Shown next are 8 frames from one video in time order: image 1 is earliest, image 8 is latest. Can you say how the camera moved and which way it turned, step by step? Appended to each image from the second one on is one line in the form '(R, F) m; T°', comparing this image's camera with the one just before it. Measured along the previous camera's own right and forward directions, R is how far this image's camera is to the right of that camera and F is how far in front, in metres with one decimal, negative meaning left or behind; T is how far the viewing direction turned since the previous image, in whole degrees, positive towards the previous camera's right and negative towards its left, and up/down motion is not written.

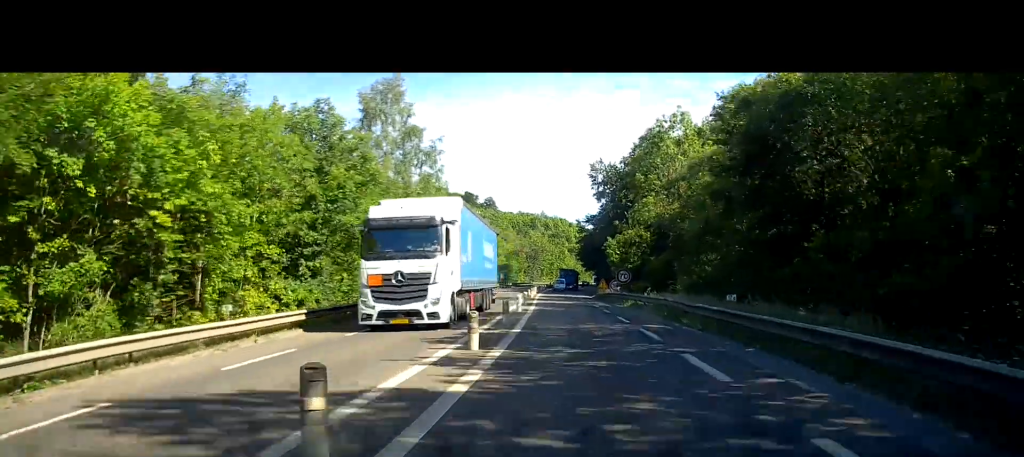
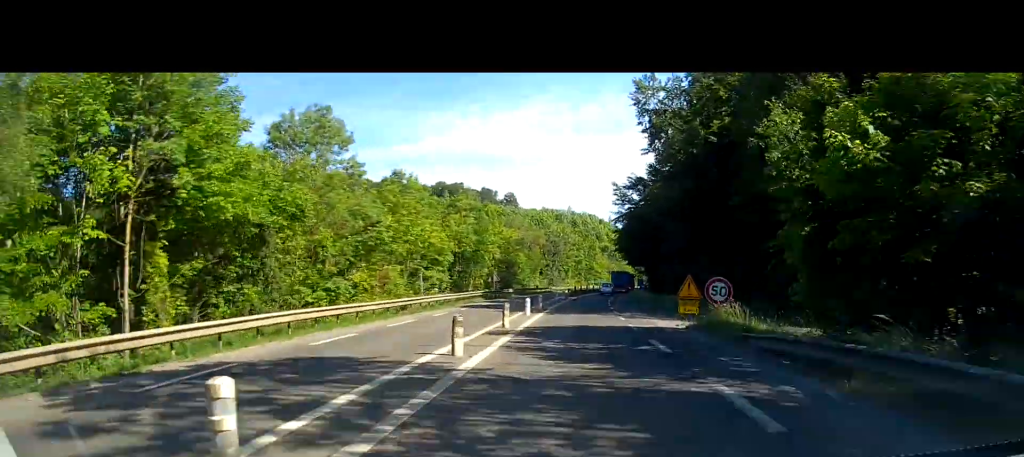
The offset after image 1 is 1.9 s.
(-0.5, +40.3) m; -1°
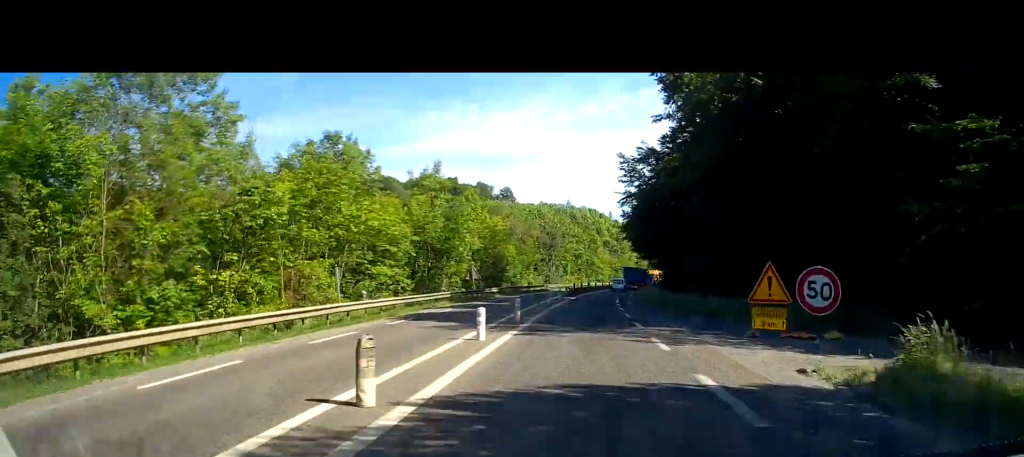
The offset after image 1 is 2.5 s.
(0.0, +12.9) m; 0°
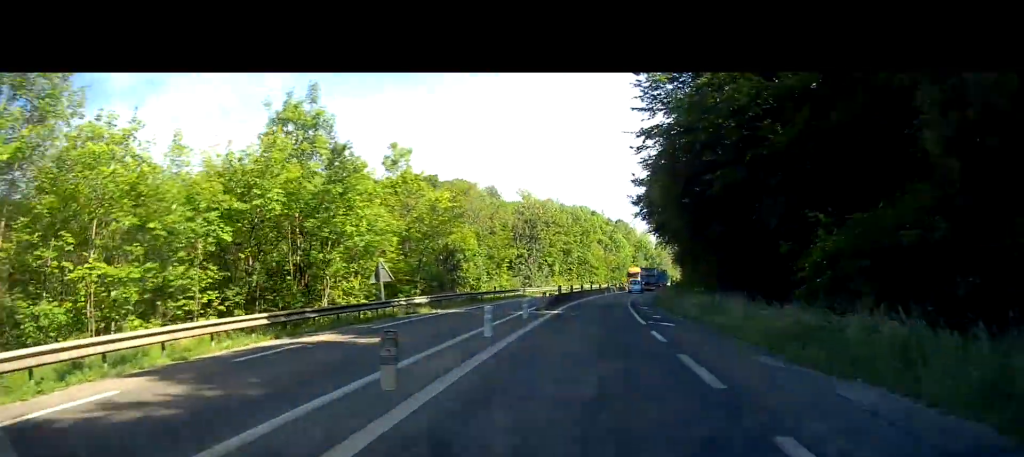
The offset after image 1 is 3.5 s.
(+0.1, +22.5) m; +2°
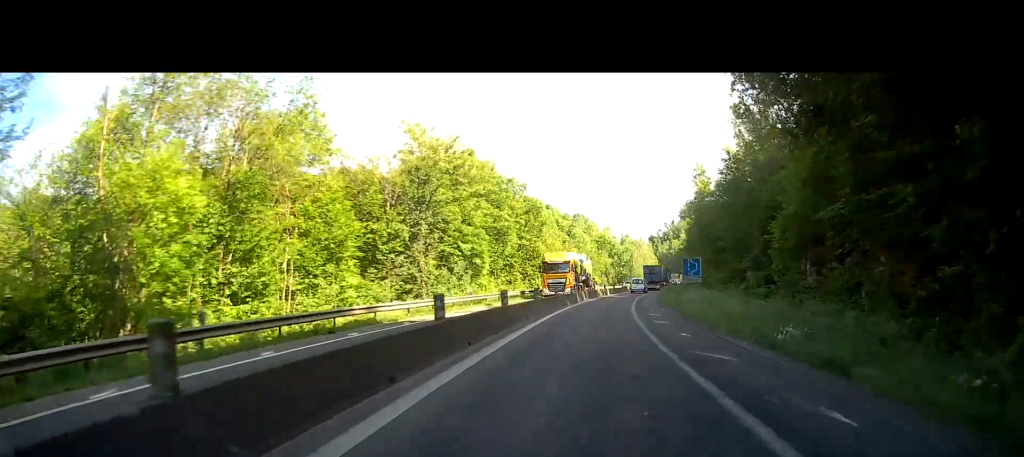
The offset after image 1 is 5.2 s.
(+1.7, +35.0) m; +6°
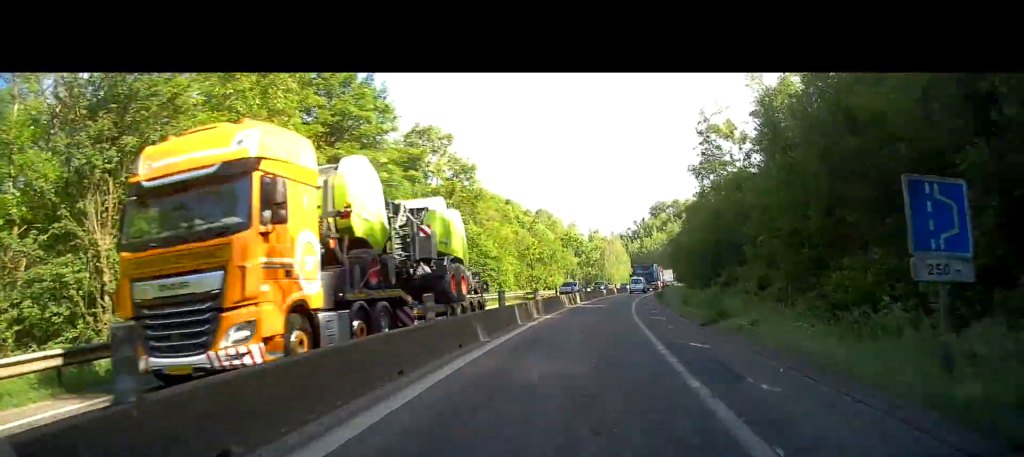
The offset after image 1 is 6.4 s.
(+0.8, +23.9) m; +3°
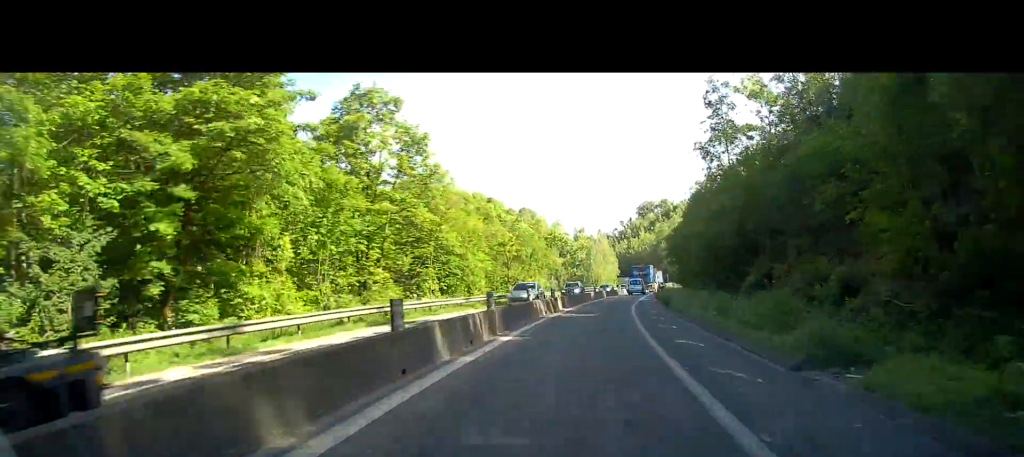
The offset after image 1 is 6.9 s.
(0.0, +9.8) m; +1°
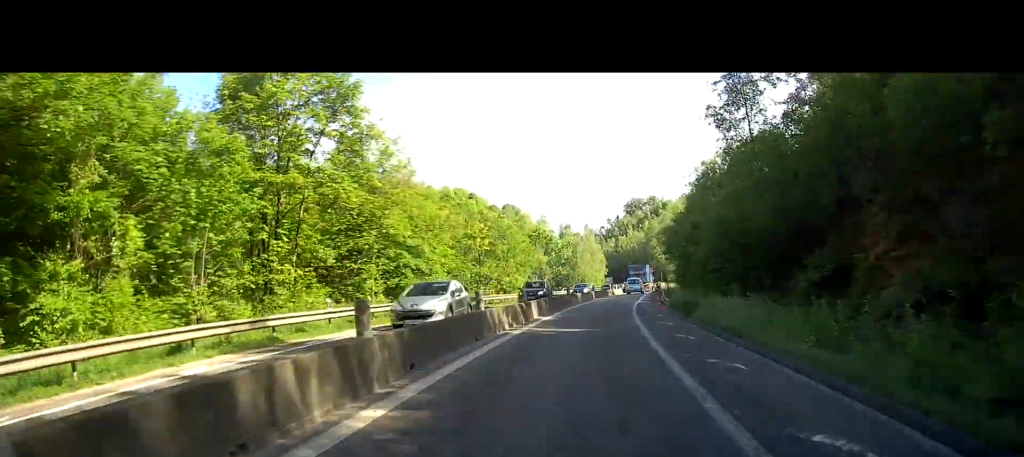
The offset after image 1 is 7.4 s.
(-0.1, +9.1) m; +1°
